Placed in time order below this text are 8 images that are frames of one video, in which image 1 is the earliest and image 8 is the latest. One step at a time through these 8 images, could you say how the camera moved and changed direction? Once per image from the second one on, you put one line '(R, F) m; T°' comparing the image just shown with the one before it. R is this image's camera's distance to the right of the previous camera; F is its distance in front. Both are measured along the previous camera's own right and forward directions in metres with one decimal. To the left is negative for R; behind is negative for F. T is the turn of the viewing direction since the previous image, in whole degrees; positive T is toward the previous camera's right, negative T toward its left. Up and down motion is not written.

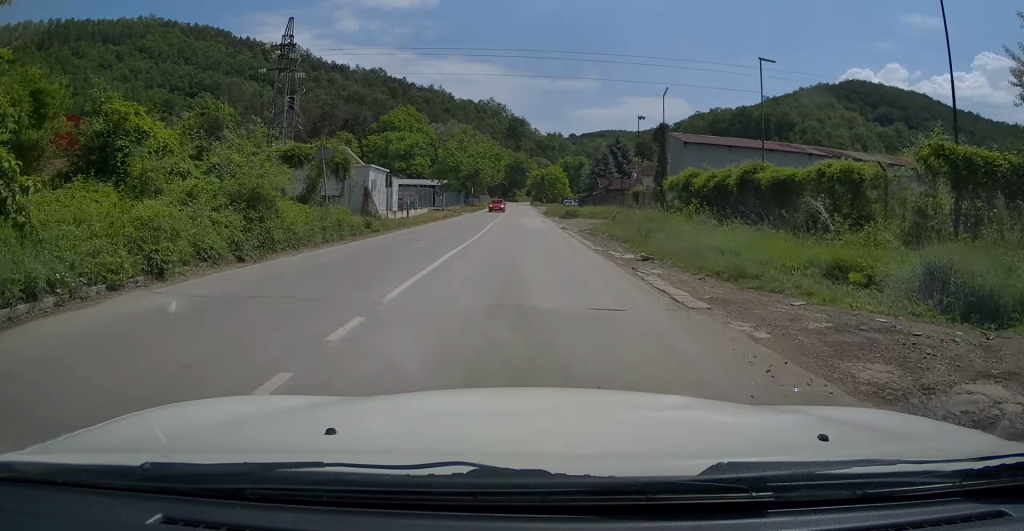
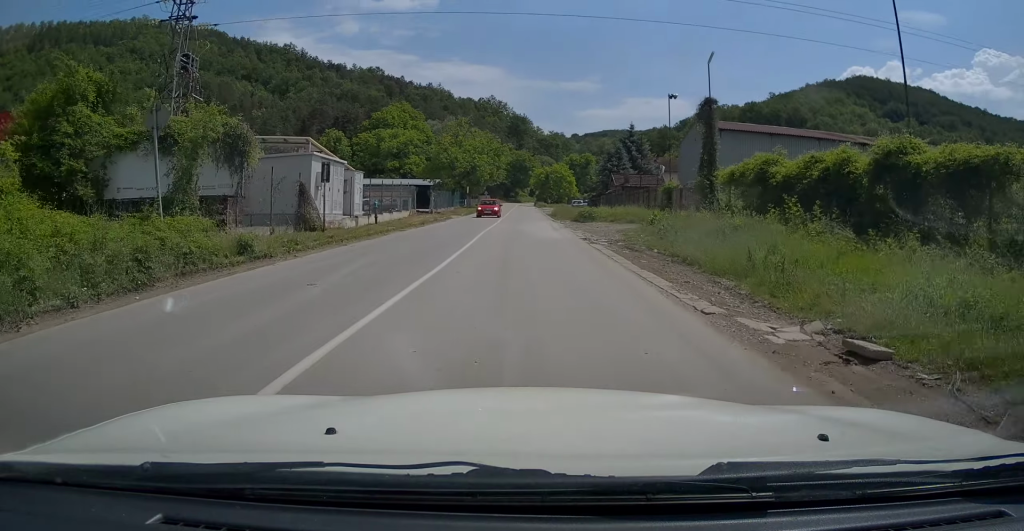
(+0.2, +8.4) m; +2°
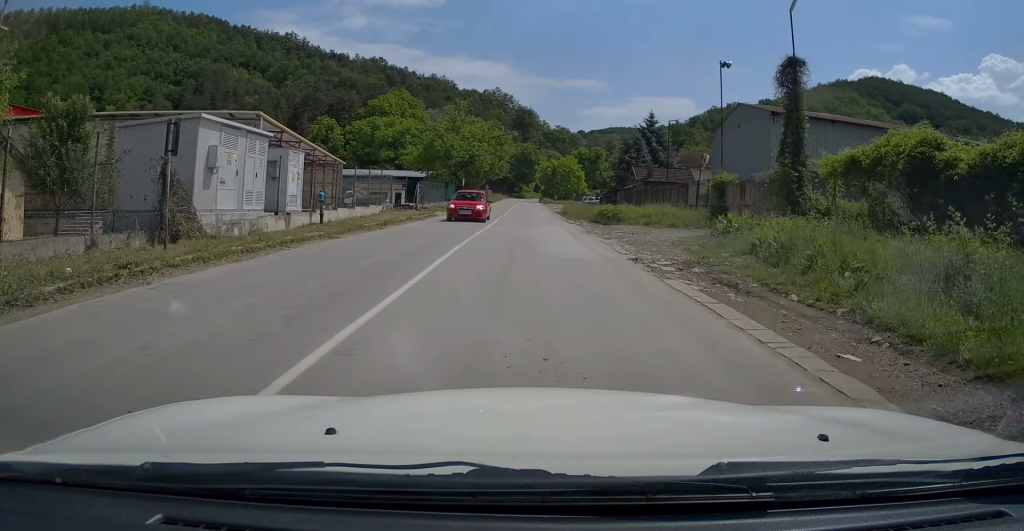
(+0.1, +8.6) m; 0°
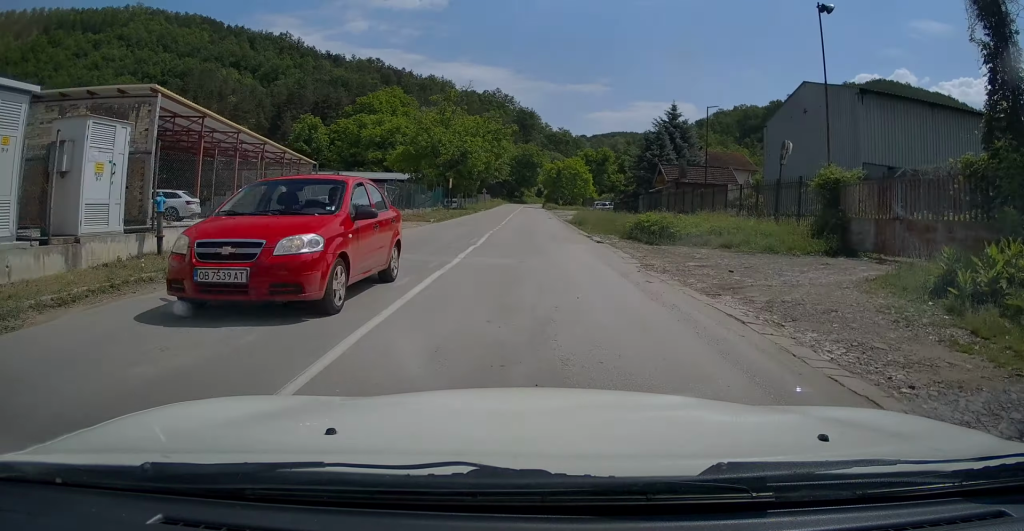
(-0.2, +10.6) m; 0°
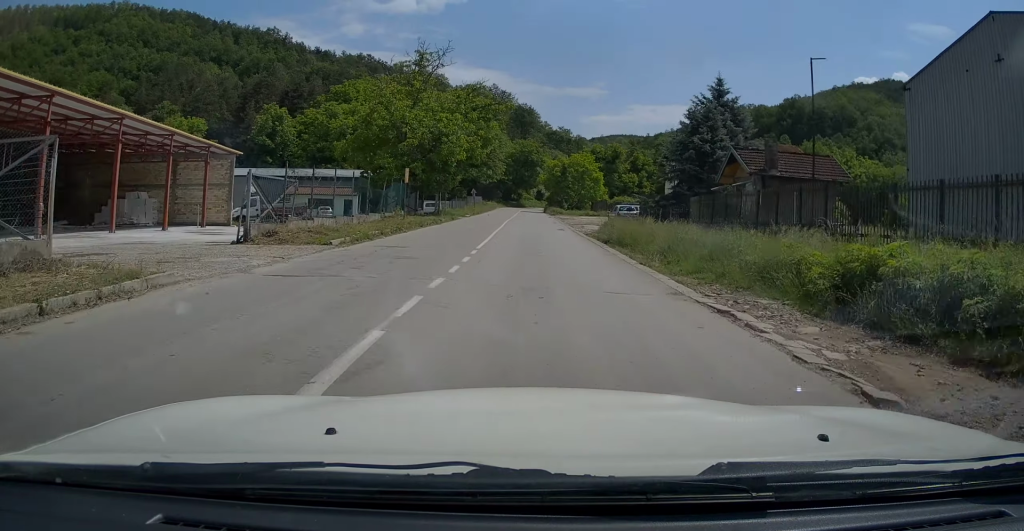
(+0.3, +17.0) m; 0°
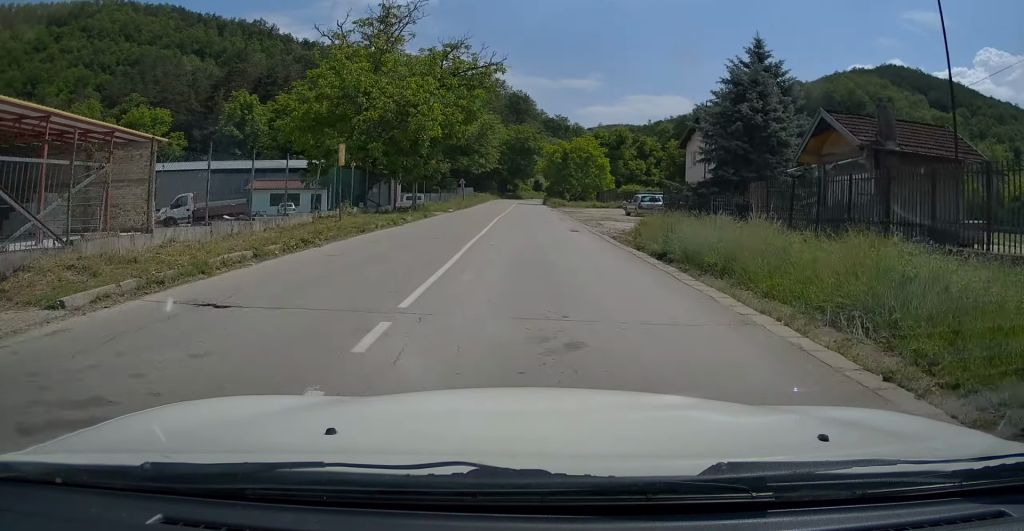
(-0.2, +10.1) m; 0°
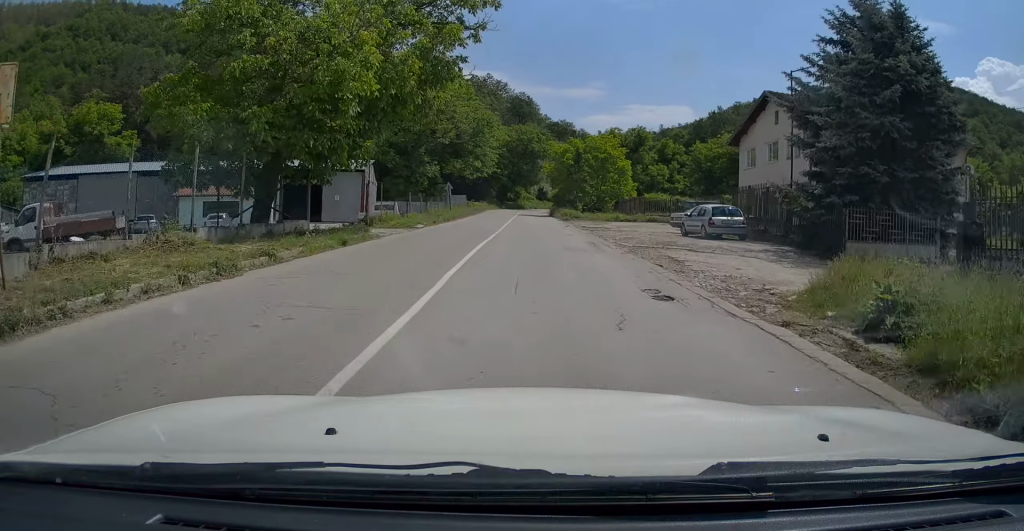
(+0.1, +13.6) m; +1°
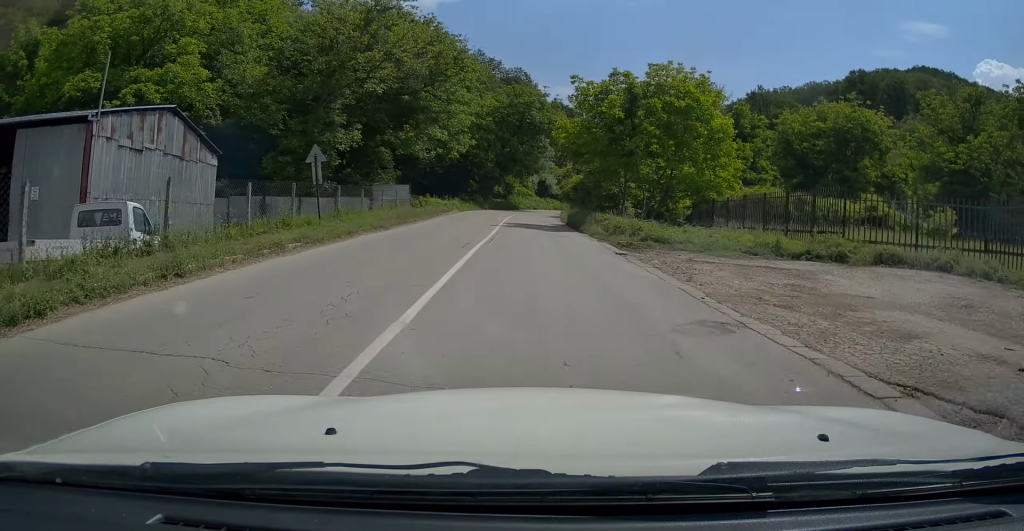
(-0.4, +31.7) m; -1°
